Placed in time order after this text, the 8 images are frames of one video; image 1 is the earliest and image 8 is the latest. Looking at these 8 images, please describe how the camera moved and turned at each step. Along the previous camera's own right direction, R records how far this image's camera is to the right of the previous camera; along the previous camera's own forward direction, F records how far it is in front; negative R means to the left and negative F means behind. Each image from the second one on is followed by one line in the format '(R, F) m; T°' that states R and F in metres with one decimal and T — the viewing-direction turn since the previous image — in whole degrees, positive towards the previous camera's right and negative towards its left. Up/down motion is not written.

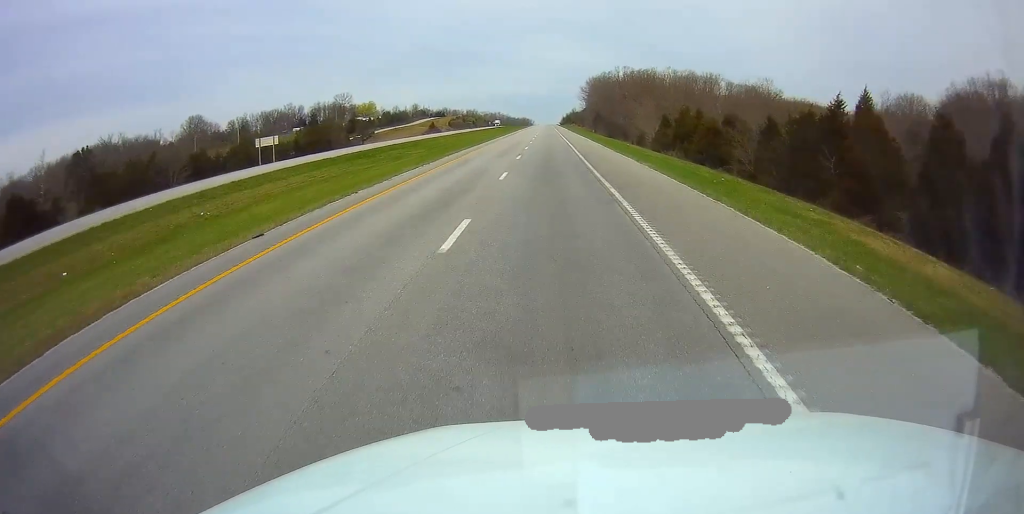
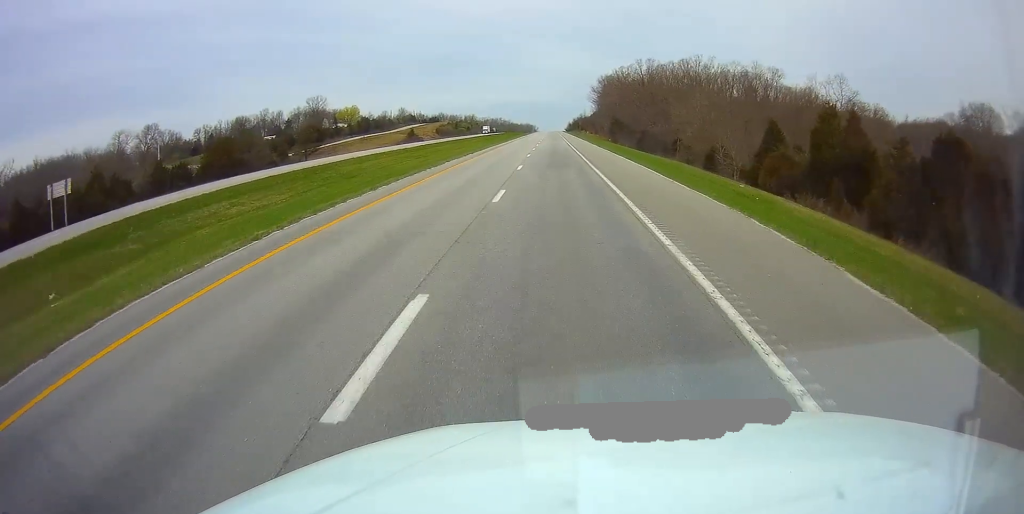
(-0.5, +42.1) m; 0°
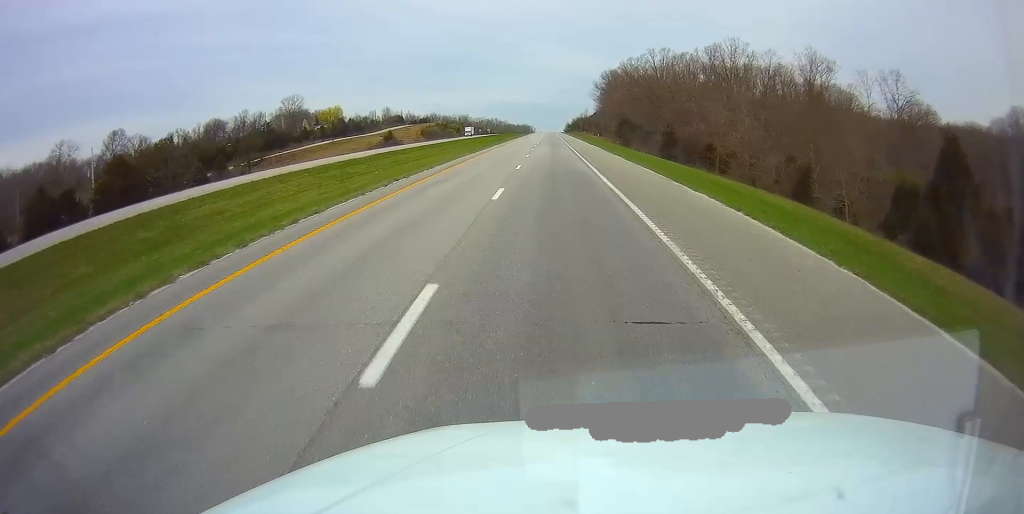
(+0.1, +23.9) m; 0°
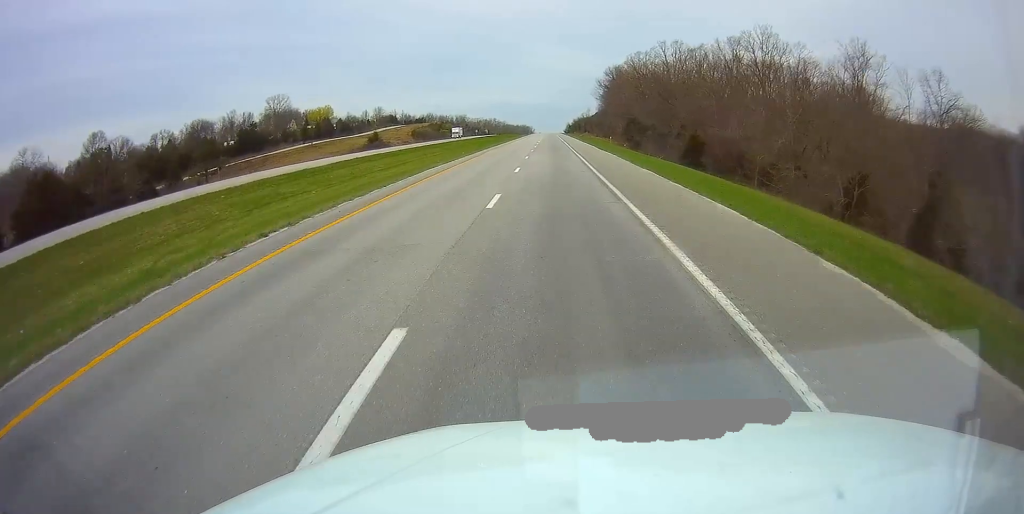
(0.0, +13.9) m; 0°
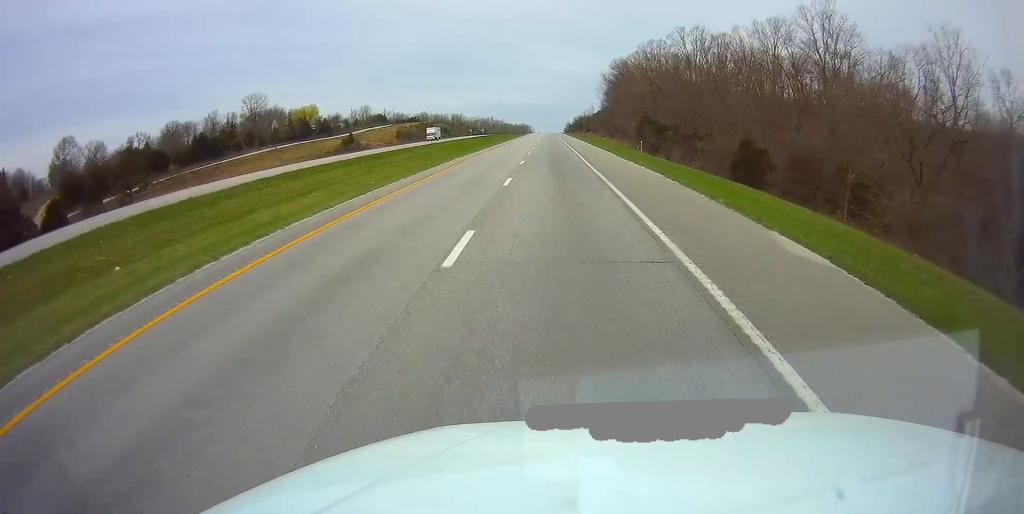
(0.0, +18.8) m; 0°
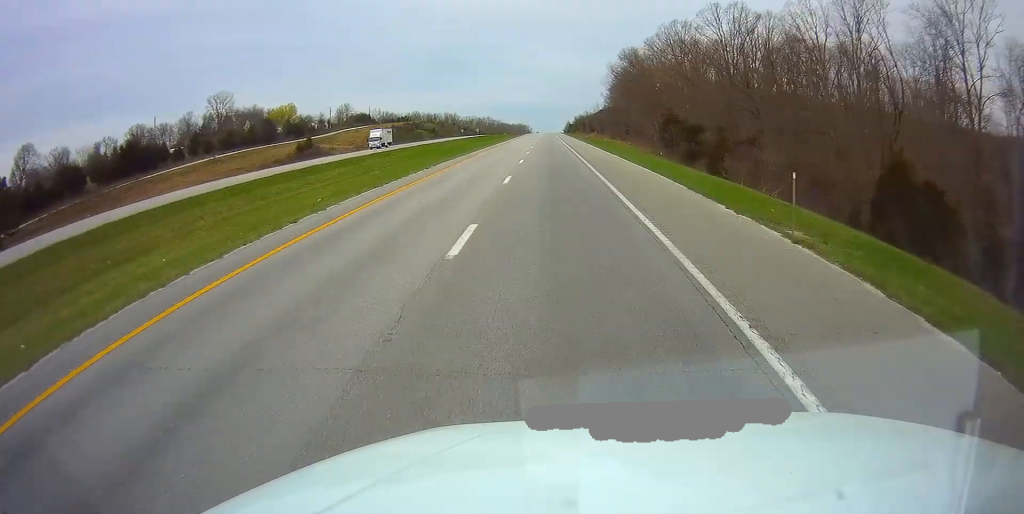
(0.0, +23.7) m; 0°
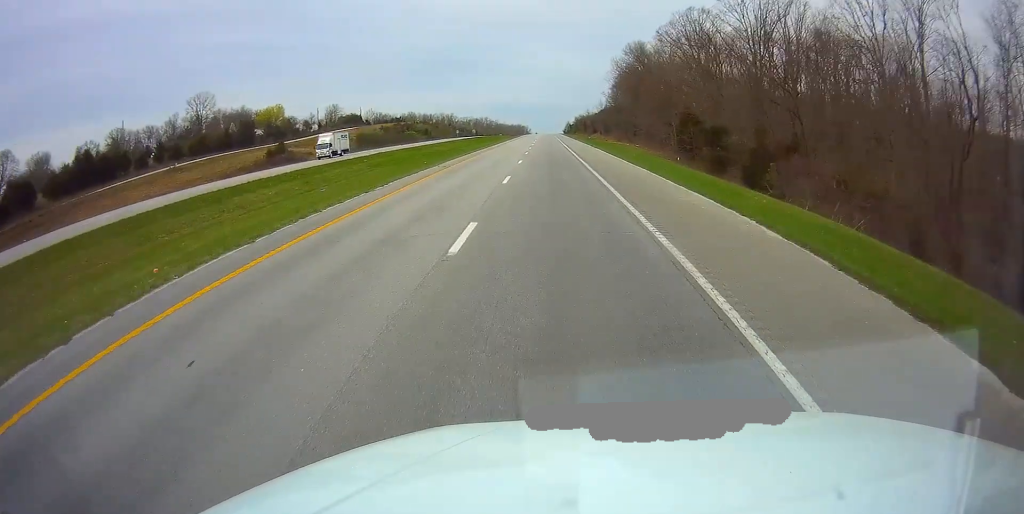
(0.0, +11.8) m; 0°
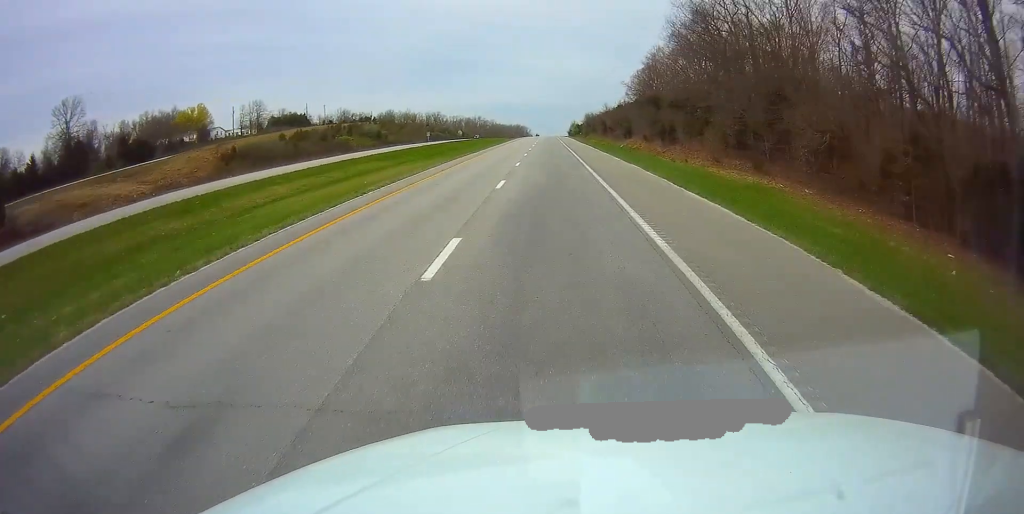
(+0.4, +62.5) m; 0°
